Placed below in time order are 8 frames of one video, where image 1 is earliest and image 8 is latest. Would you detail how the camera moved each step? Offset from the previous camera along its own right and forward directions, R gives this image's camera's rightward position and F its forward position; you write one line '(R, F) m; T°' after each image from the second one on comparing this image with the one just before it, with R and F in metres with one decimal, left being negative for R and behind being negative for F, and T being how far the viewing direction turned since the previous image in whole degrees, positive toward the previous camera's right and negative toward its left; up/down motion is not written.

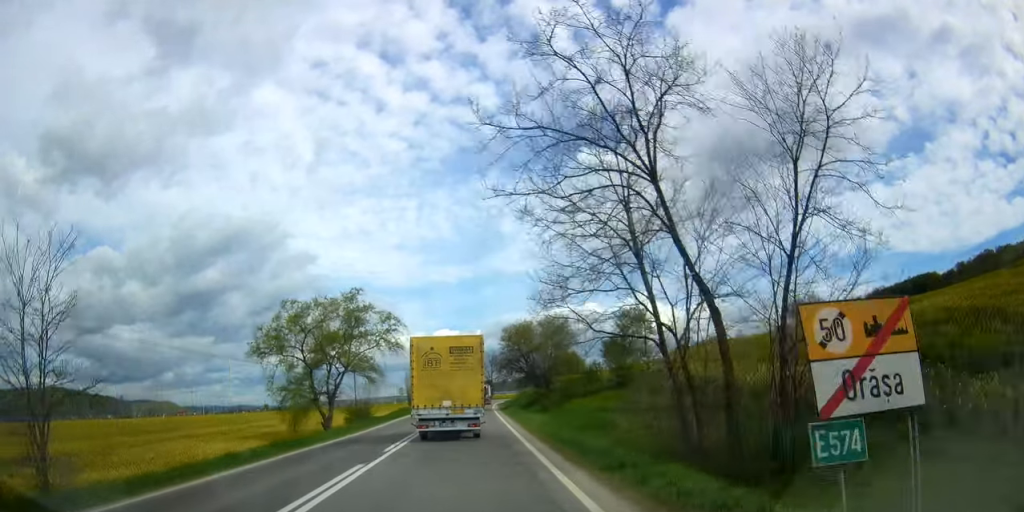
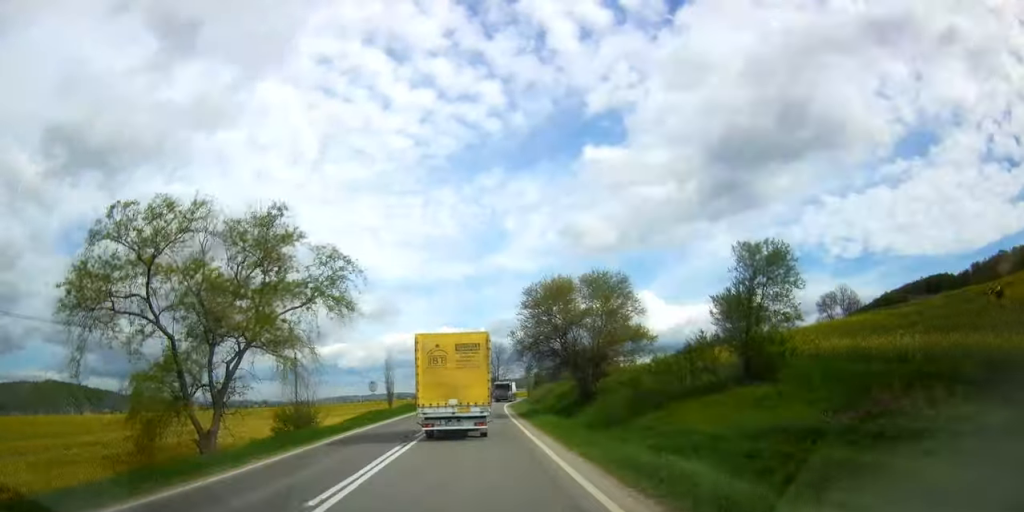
(-0.1, +20.0) m; 0°
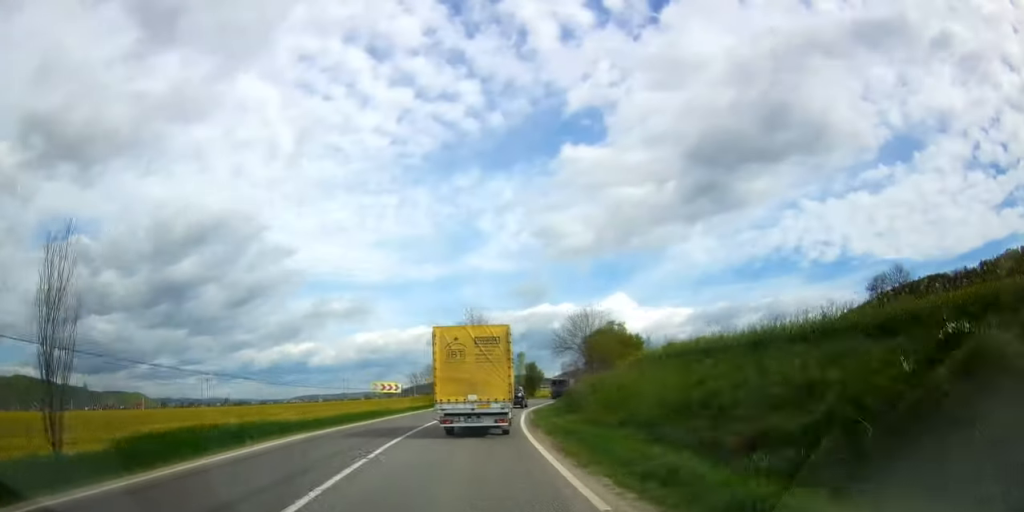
(+0.2, +44.6) m; +1°
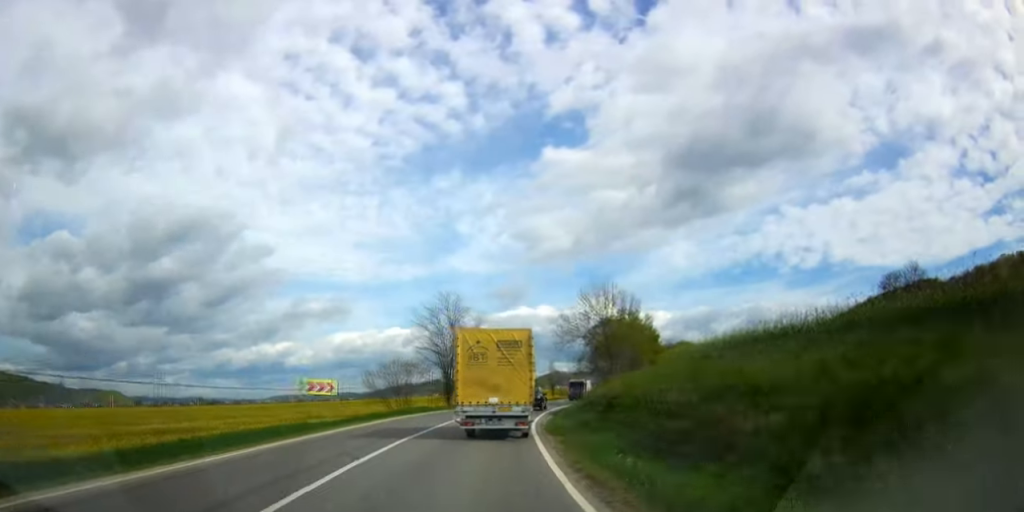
(+0.1, +15.6) m; +1°
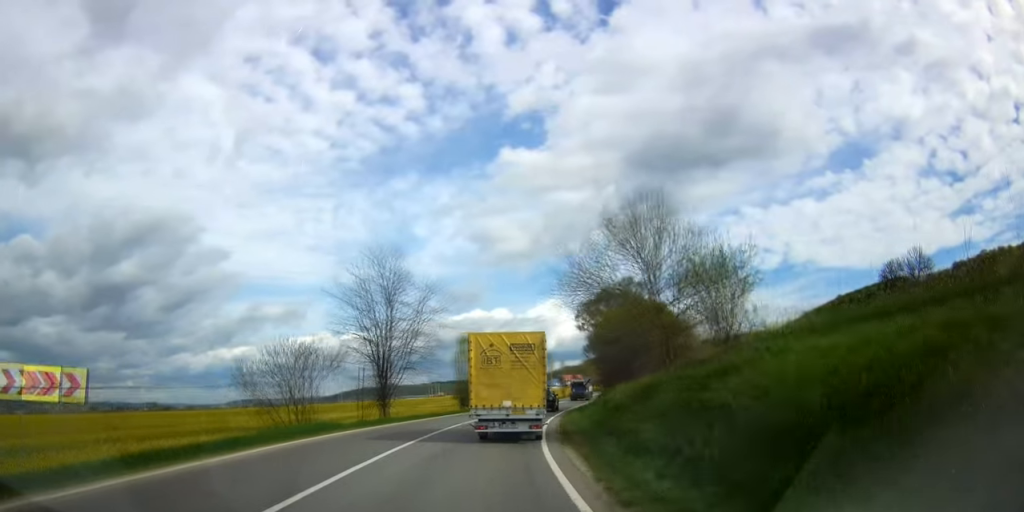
(+0.2, +18.1) m; +2°
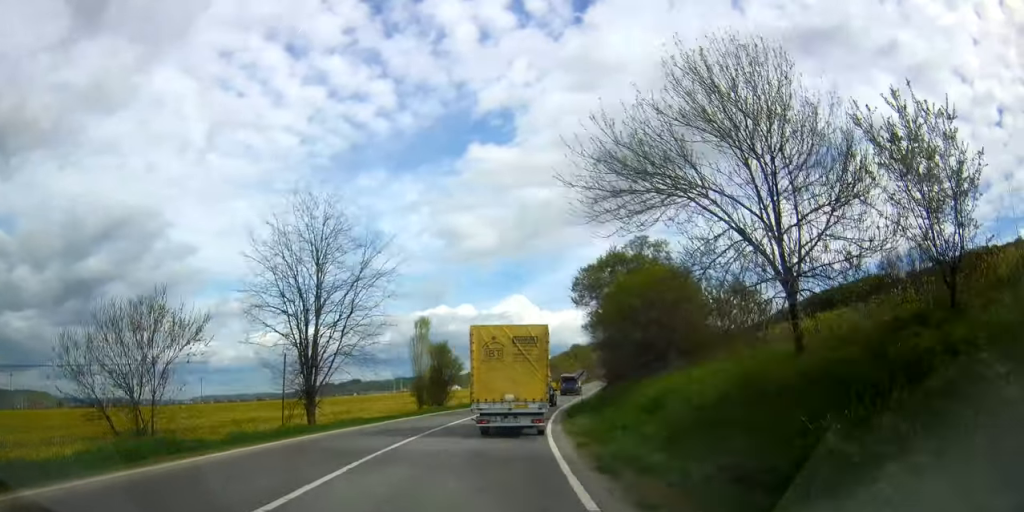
(+0.2, +11.3) m; +3°
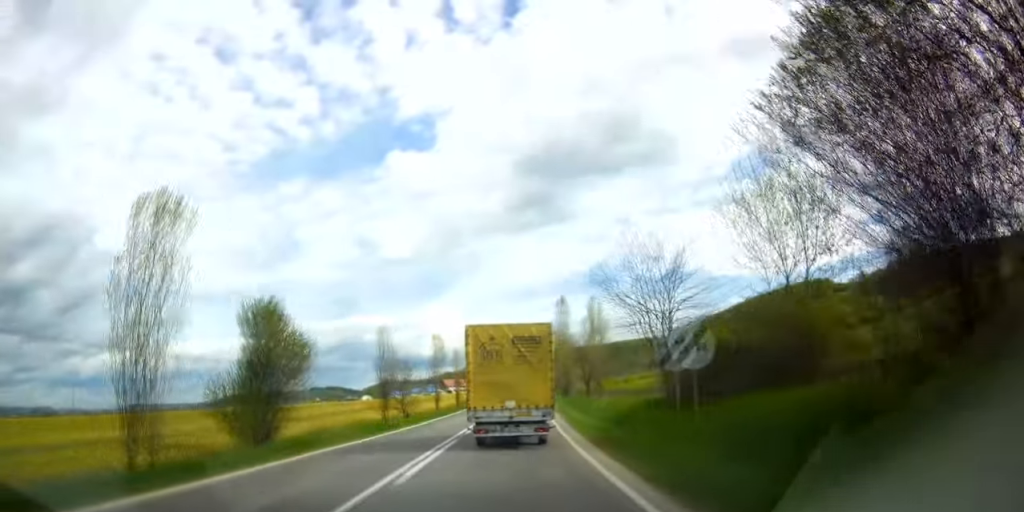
(+1.9, +29.4) m; +9°
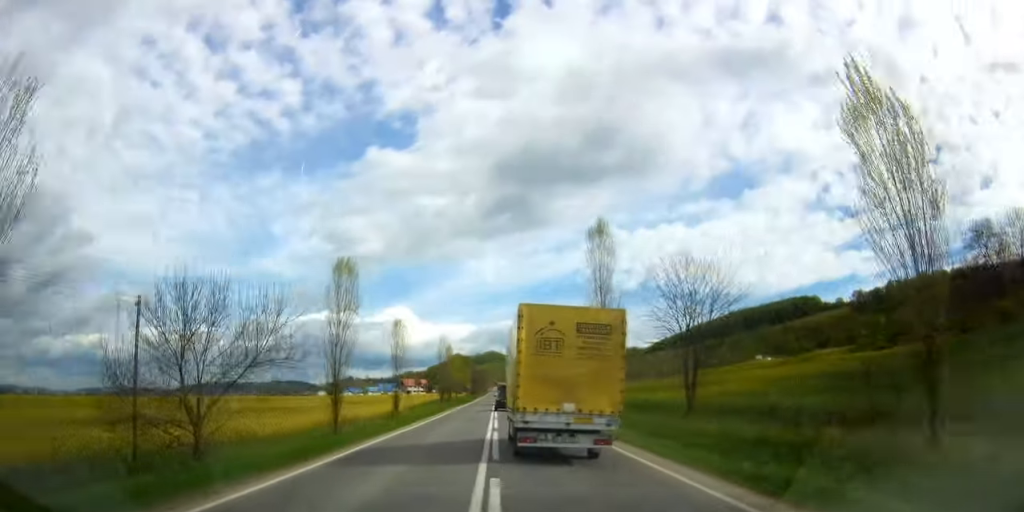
(+2.0, +31.3) m; +6°
